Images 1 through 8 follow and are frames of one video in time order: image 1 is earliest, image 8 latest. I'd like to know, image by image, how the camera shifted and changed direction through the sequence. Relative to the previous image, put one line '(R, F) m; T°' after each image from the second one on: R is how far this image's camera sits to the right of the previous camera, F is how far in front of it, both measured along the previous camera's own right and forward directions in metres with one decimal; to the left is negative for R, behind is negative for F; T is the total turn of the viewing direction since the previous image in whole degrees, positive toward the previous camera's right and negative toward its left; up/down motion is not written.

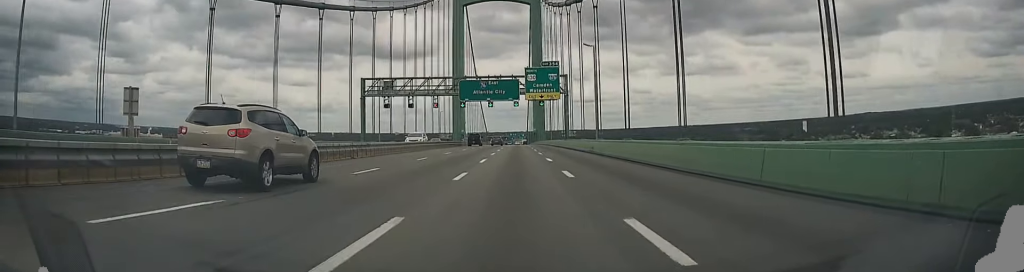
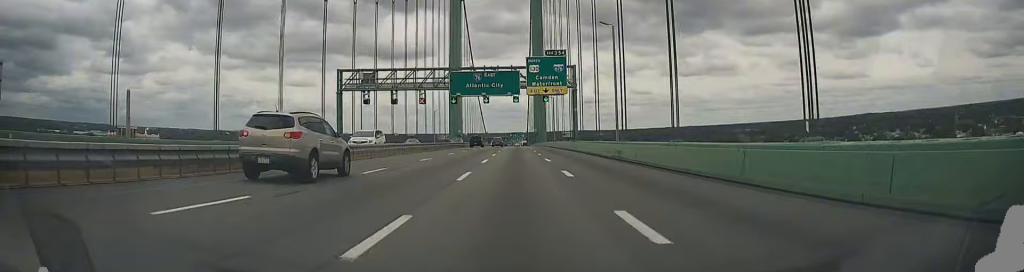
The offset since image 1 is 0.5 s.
(0.0, +11.2) m; 0°
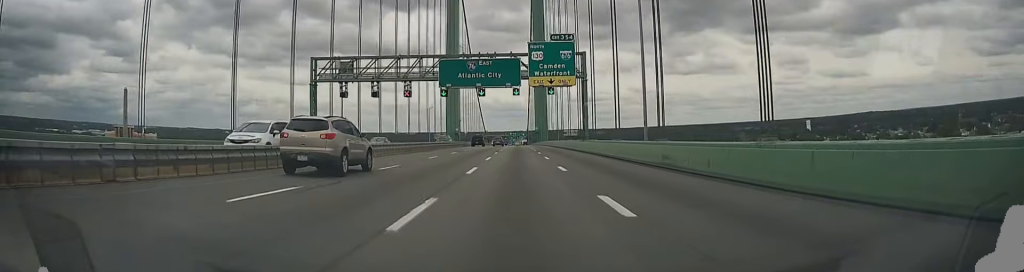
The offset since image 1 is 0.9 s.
(-0.2, +9.7) m; 0°
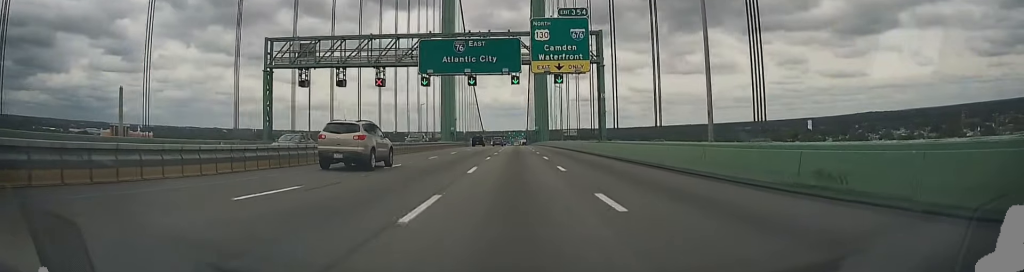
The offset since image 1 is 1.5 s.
(-0.1, +12.3) m; 0°
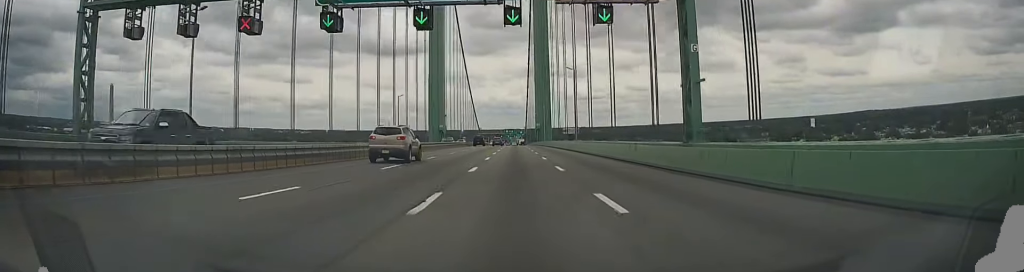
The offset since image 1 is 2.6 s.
(+0.4, +24.0) m; 0°
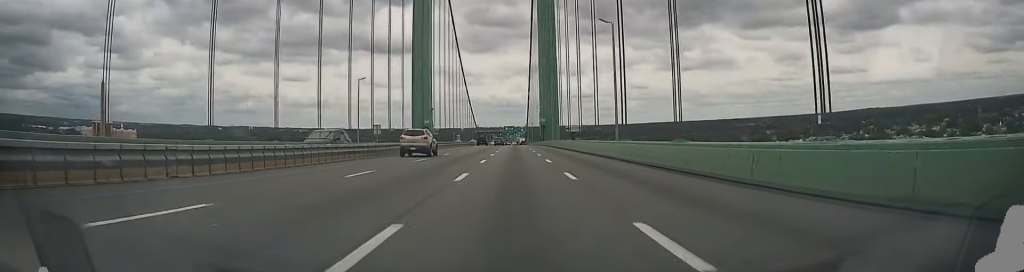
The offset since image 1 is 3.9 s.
(-0.2, +29.1) m; 0°
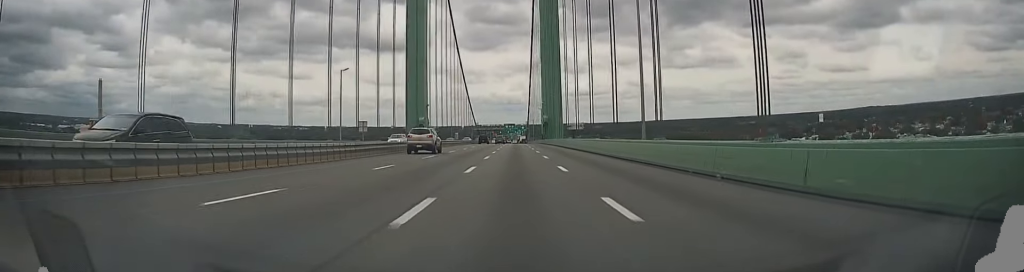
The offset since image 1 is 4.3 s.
(-0.1, +8.8) m; 0°
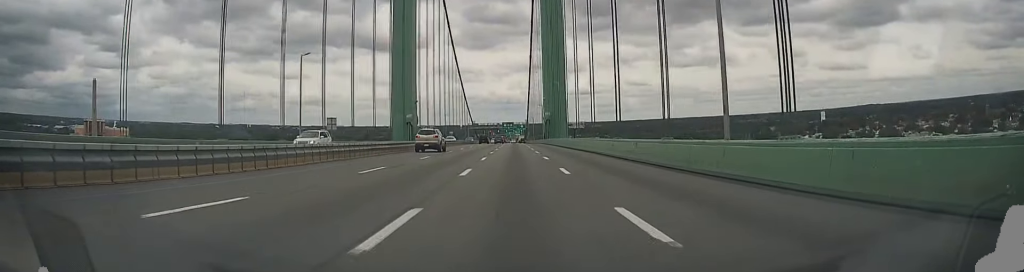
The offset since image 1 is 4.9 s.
(+0.2, +13.6) m; 0°
